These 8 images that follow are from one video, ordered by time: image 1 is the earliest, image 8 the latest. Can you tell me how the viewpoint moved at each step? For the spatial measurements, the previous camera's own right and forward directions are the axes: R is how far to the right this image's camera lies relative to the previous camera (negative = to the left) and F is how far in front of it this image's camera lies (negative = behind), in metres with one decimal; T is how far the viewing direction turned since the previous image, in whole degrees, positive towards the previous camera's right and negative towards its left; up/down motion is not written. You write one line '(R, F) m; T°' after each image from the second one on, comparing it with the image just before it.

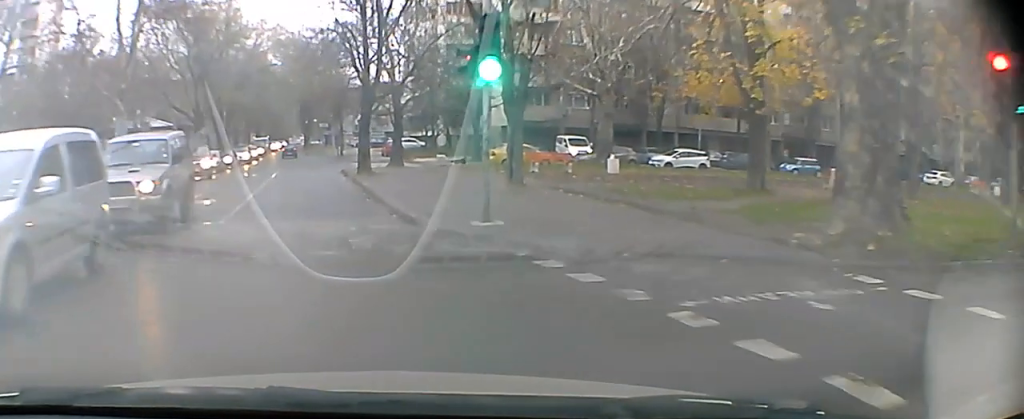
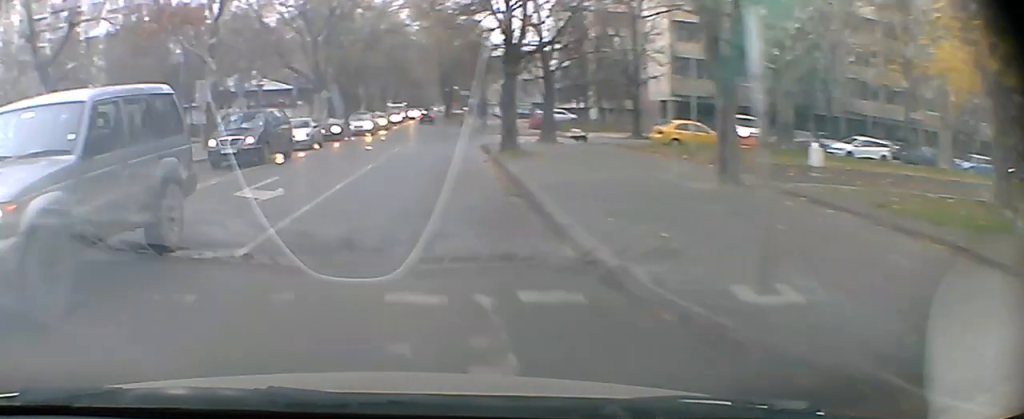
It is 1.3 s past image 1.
(-0.2, +7.0) m; -4°
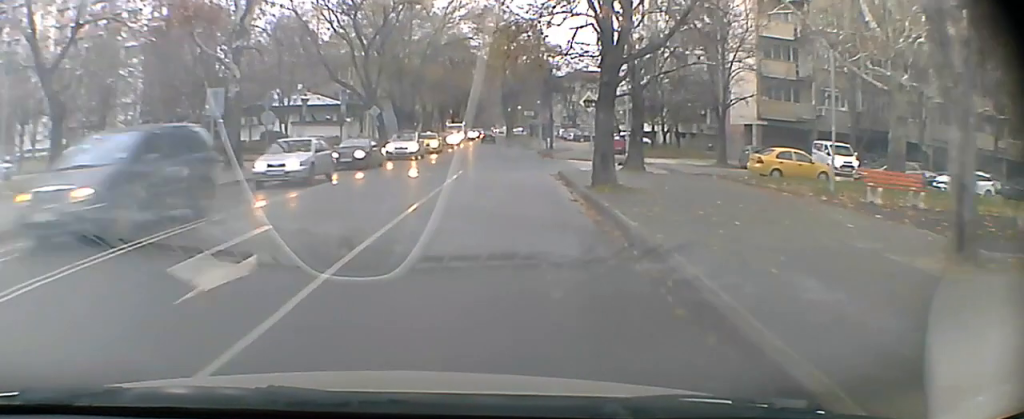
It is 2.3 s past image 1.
(-0.2, +6.1) m; -2°
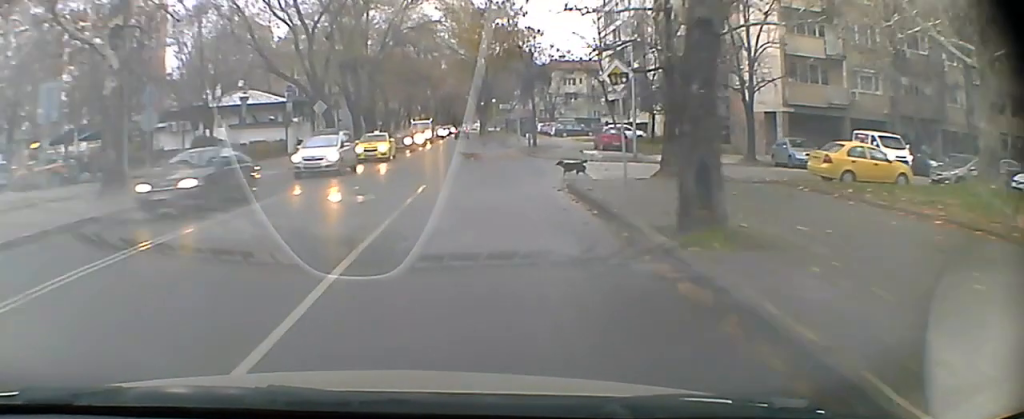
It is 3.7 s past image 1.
(-0.1, +9.7) m; 0°
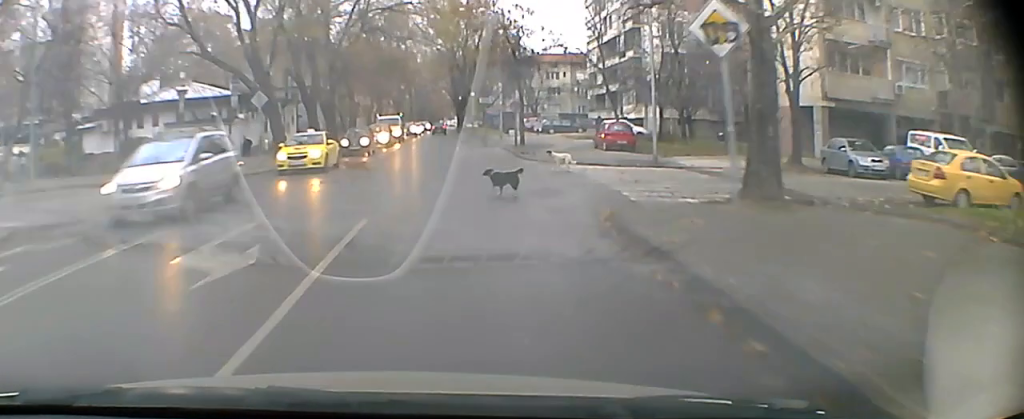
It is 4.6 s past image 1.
(0.0, +6.8) m; +1°
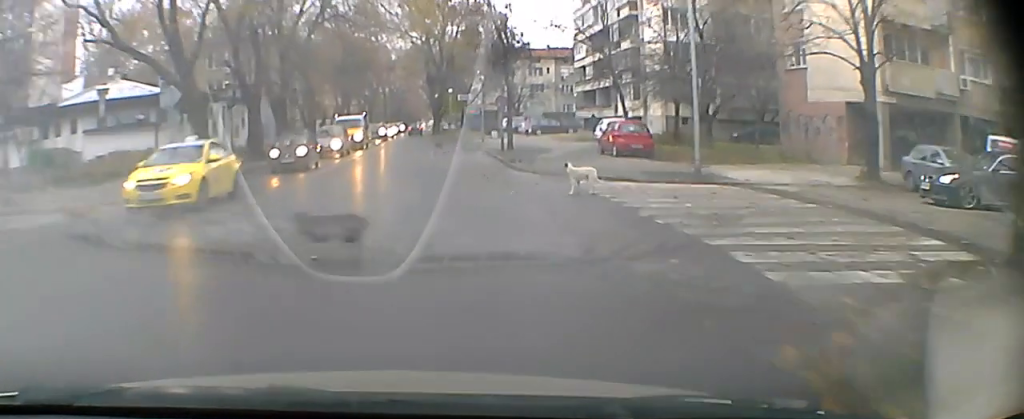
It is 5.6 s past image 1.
(+0.1, +7.9) m; 0°
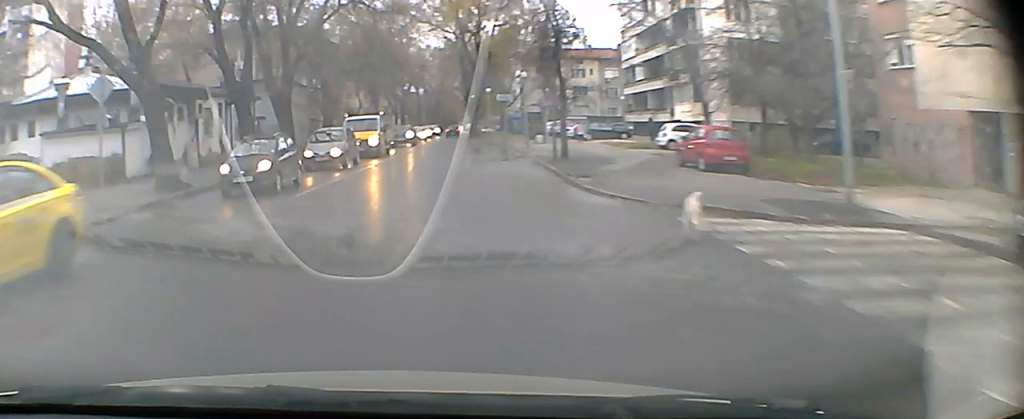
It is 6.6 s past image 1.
(0.0, +8.2) m; -1°
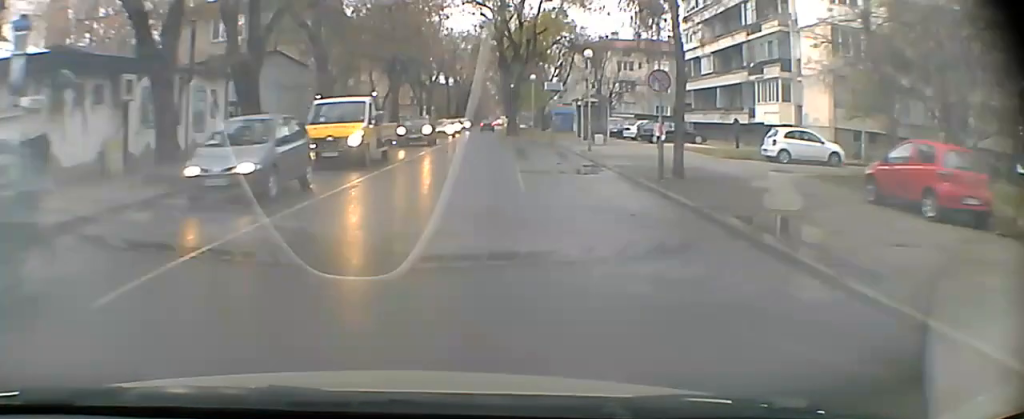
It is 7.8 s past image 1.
(-0.2, +10.4) m; -1°
